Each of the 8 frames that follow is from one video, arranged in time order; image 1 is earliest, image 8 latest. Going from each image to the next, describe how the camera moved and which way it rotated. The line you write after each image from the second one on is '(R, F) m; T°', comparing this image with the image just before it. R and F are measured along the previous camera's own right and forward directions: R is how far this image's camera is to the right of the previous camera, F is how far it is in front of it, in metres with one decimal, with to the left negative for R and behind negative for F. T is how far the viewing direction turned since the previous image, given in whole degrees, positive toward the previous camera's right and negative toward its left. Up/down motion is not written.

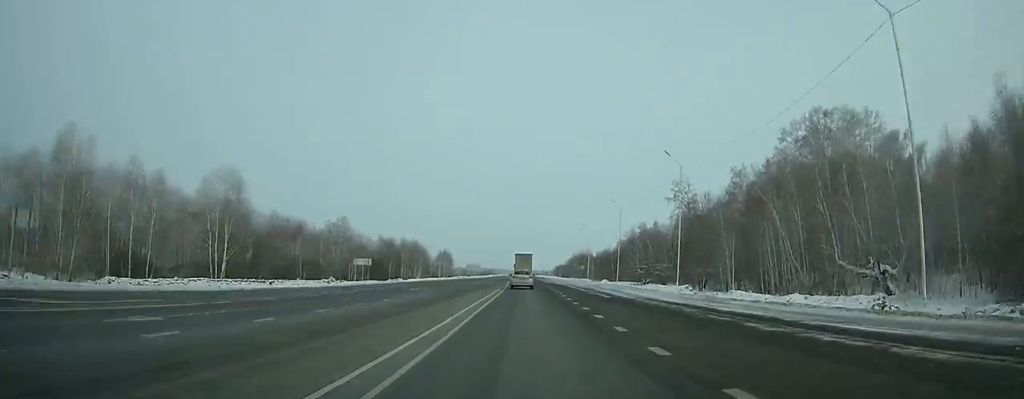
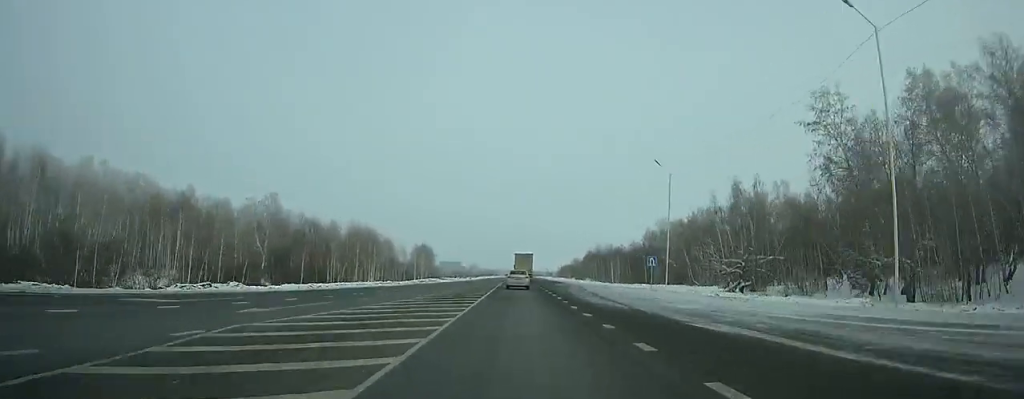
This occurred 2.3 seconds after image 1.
(+0.1, +55.0) m; 0°
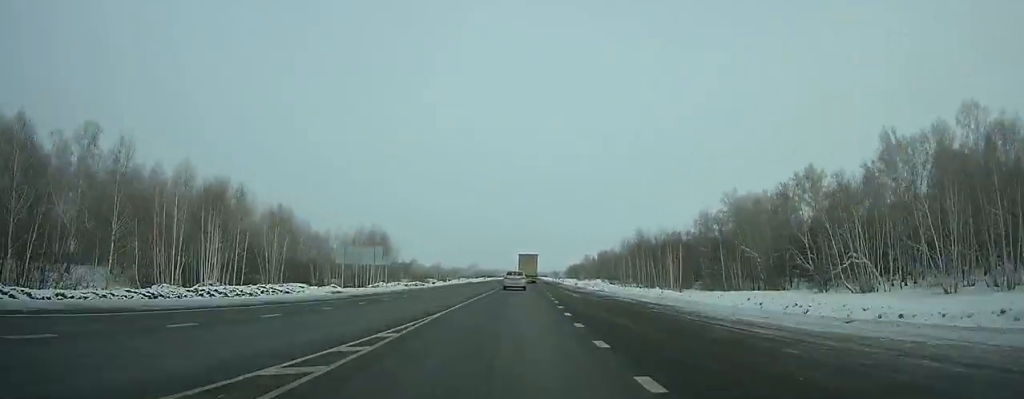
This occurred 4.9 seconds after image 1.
(-0.1, +62.3) m; 0°
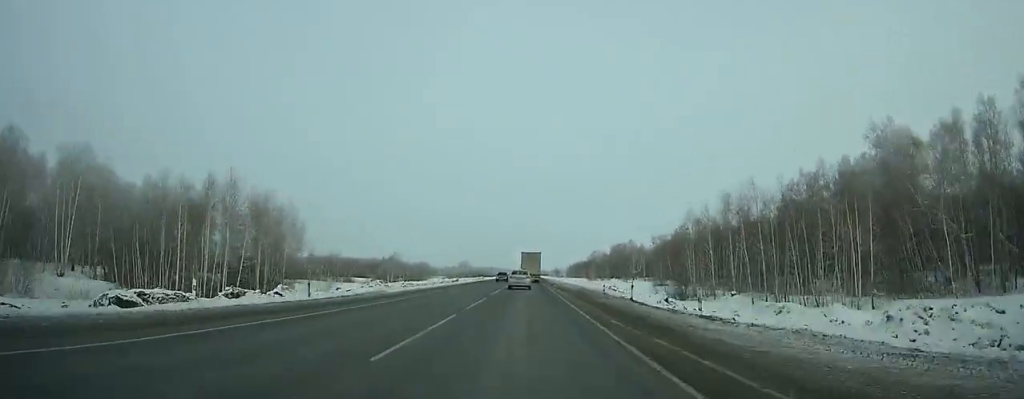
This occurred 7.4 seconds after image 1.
(0.0, +60.2) m; 0°
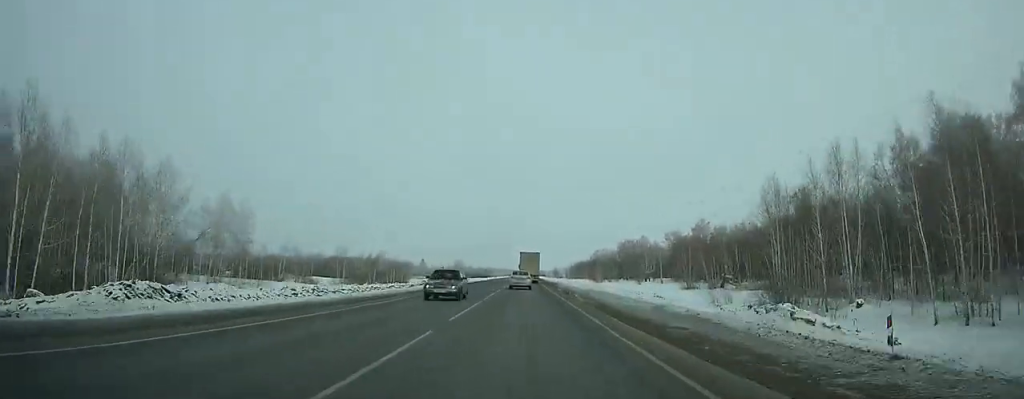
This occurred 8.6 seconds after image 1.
(0.0, +29.1) m; 0°
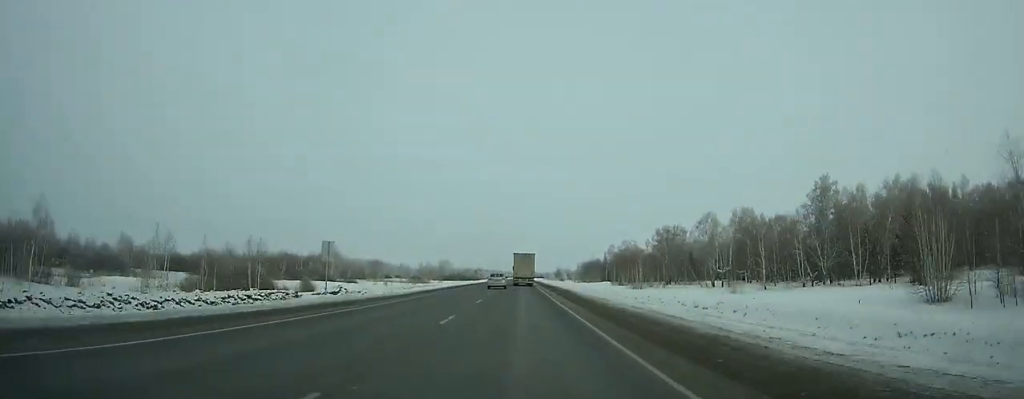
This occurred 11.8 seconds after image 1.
(+0.3, +79.2) m; 0°
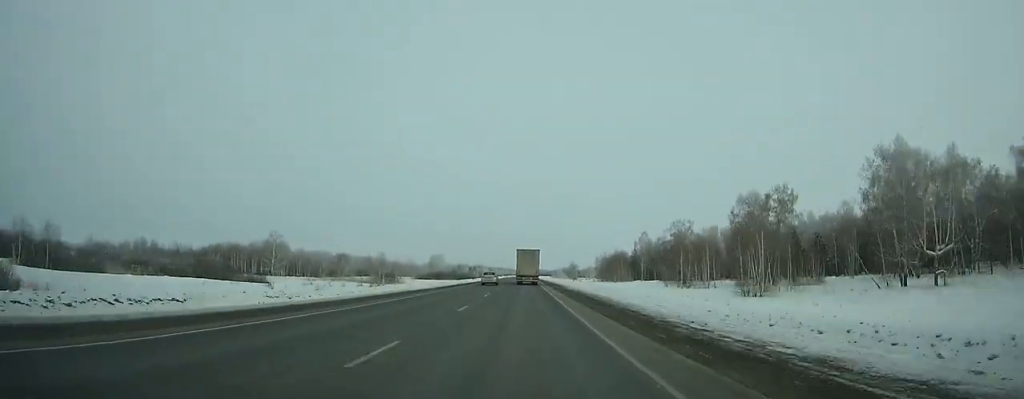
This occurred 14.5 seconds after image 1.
(-0.3, +69.4) m; -1°
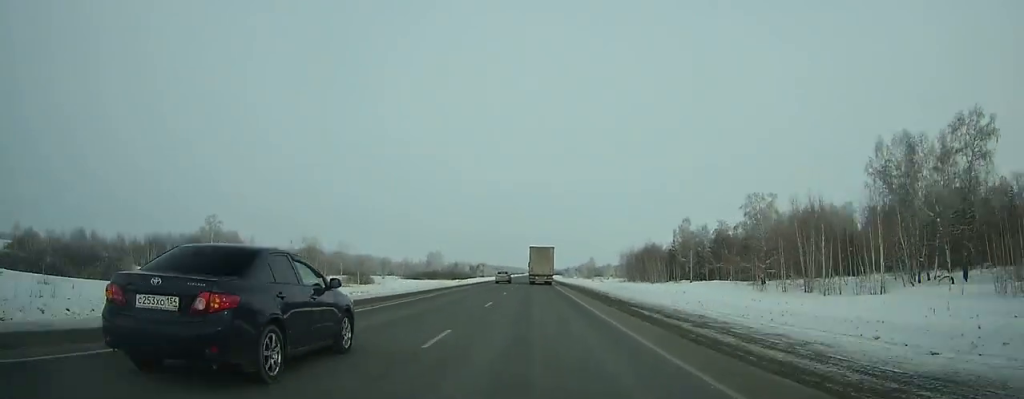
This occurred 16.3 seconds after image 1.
(-0.3, +48.1) m; 0°
